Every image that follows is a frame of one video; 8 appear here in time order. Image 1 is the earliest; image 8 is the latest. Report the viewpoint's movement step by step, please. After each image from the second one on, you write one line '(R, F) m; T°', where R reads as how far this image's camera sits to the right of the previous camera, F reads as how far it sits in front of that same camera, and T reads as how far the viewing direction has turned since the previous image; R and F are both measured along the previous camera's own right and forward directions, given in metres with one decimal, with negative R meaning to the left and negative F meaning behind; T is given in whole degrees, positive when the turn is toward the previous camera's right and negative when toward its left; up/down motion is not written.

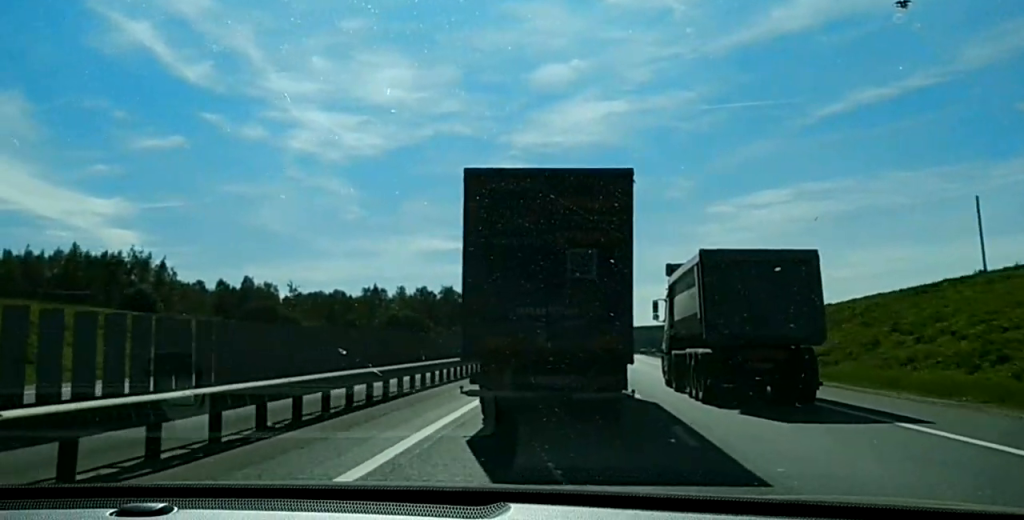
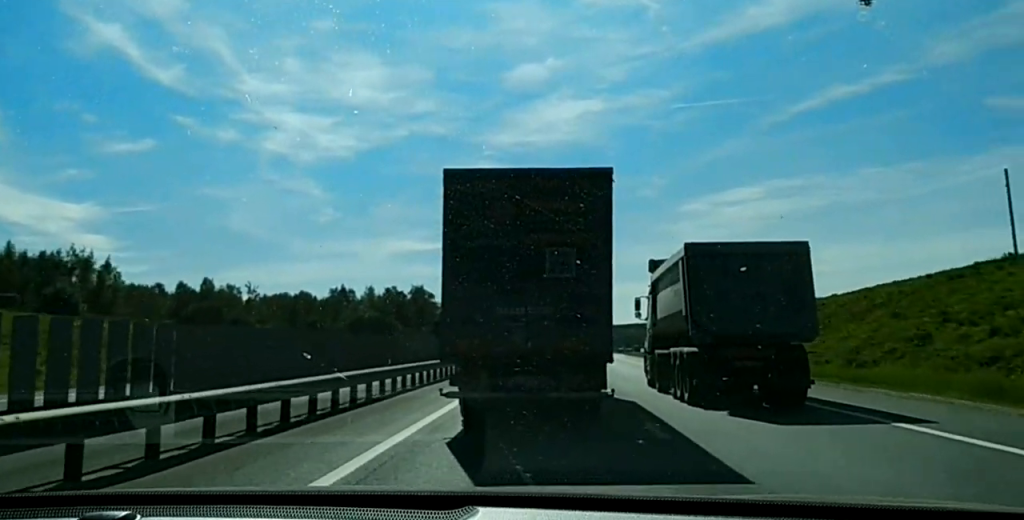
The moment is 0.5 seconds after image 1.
(+0.1, +11.1) m; 0°
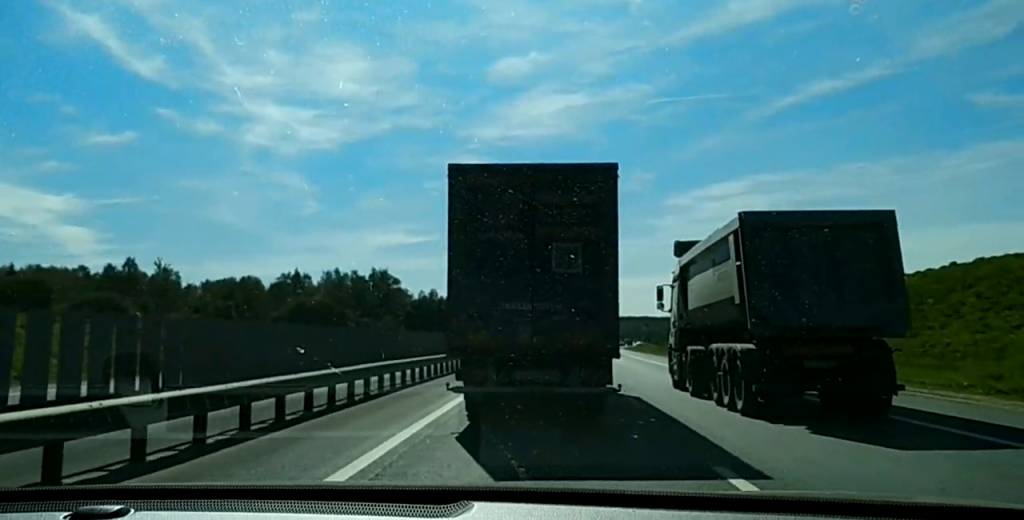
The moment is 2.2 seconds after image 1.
(-0.2, +40.0) m; +1°
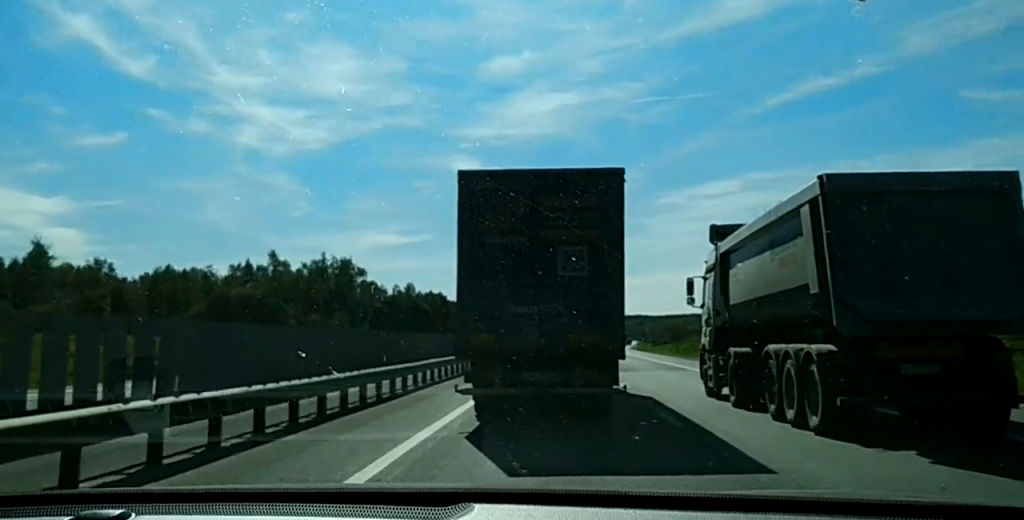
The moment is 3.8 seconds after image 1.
(+0.6, +38.5) m; +1°
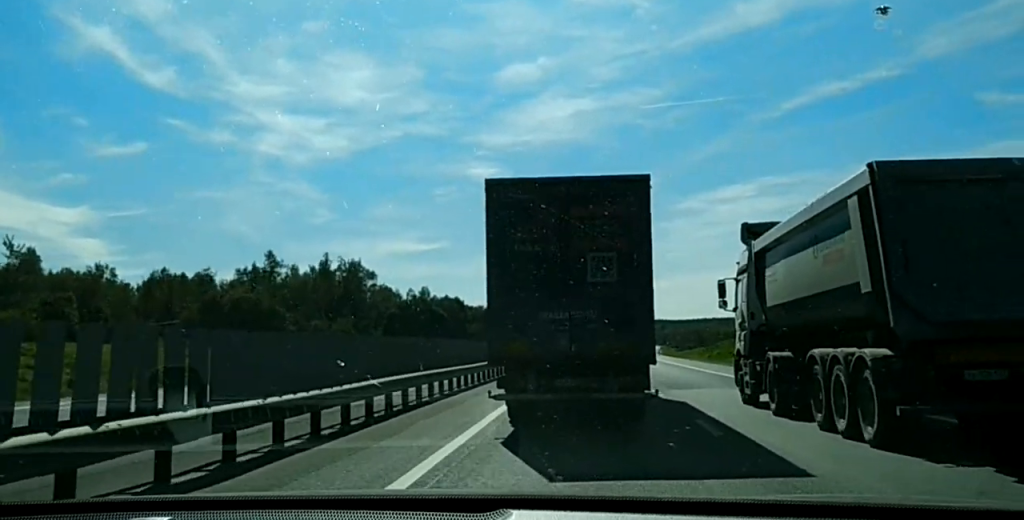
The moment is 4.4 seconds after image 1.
(0.0, +12.3) m; 0°
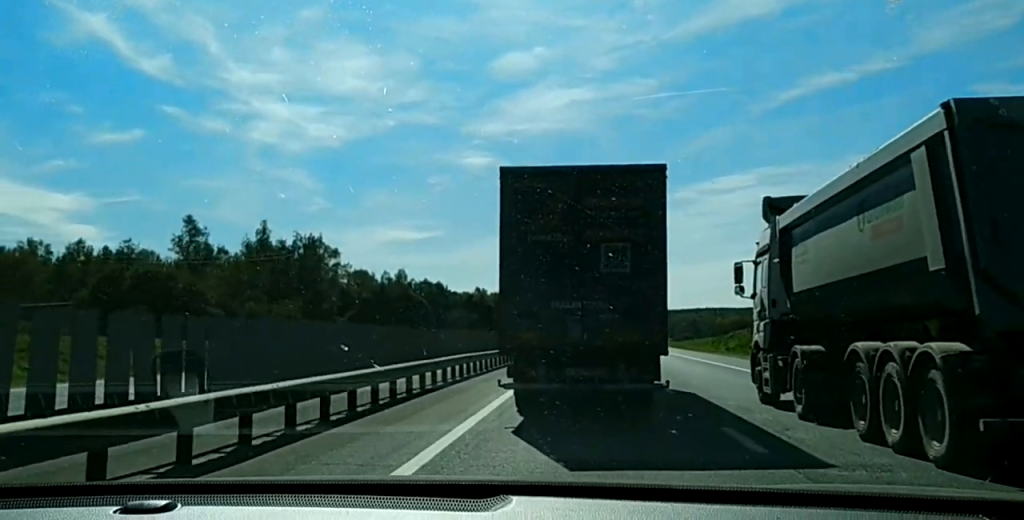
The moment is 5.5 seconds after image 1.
(0.0, +26.6) m; +1°
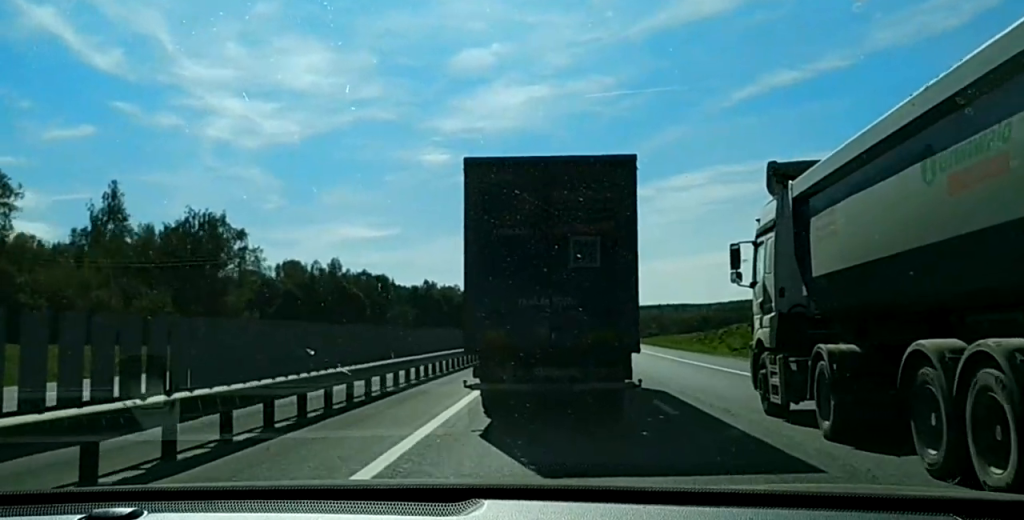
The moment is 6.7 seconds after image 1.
(+0.3, +29.6) m; +1°
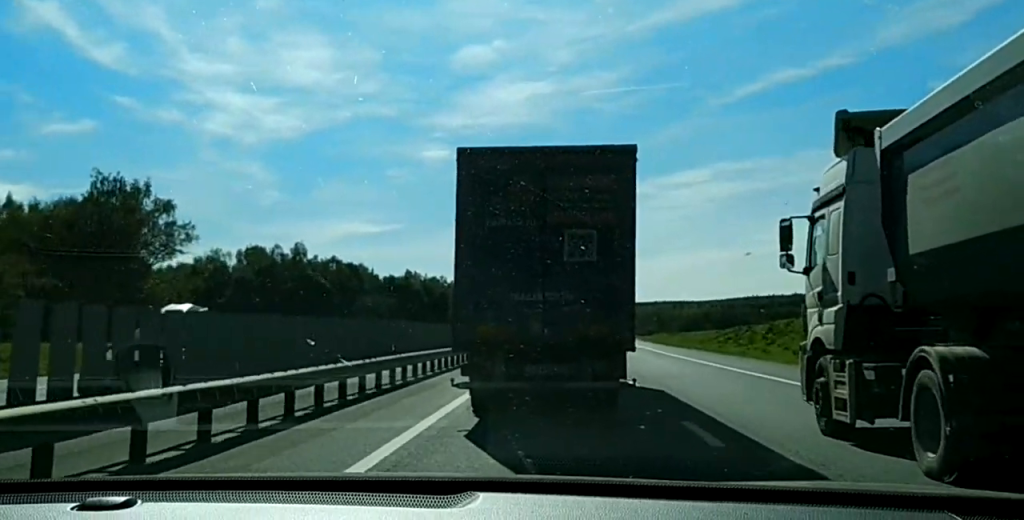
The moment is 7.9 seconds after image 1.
(0.0, +27.5) m; 0°
